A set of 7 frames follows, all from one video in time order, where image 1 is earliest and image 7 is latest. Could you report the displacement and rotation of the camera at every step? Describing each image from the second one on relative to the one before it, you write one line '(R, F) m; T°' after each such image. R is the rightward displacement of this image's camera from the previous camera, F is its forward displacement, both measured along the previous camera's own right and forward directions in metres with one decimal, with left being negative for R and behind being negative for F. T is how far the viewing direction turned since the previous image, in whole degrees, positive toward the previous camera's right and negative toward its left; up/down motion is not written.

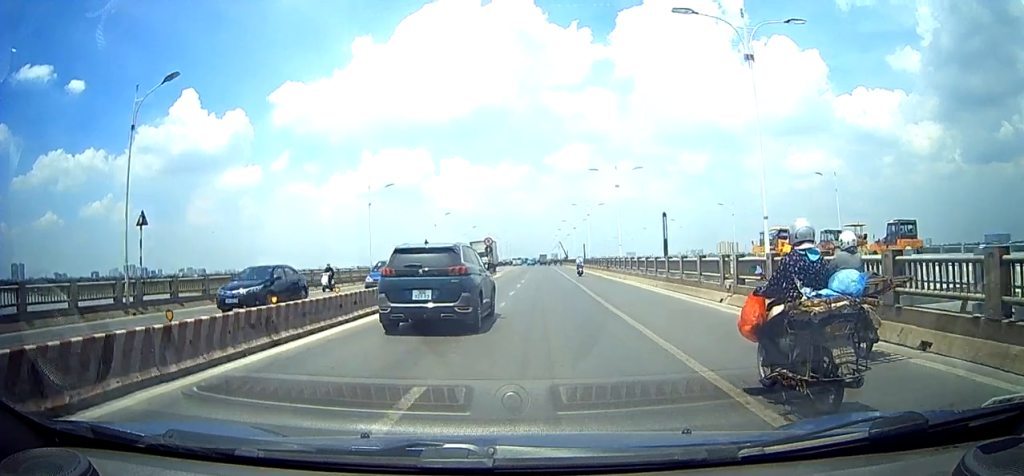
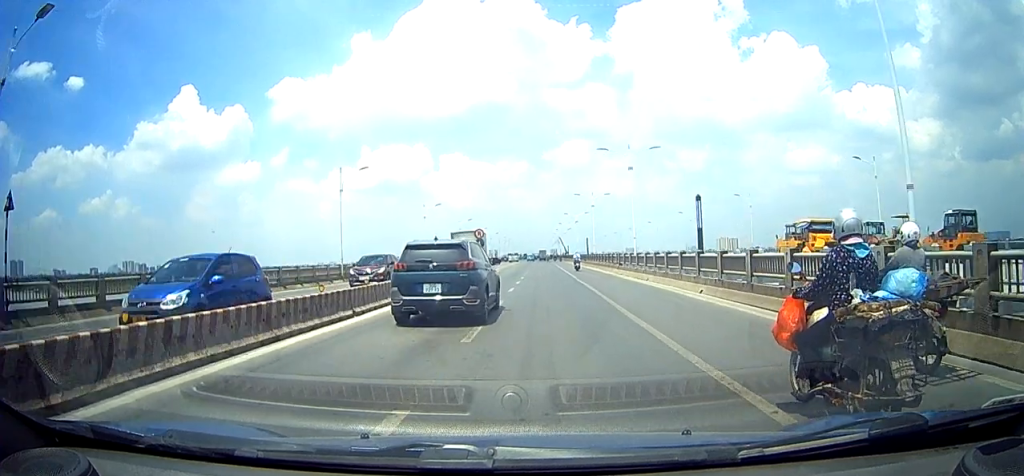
(0.0, +6.7) m; 0°
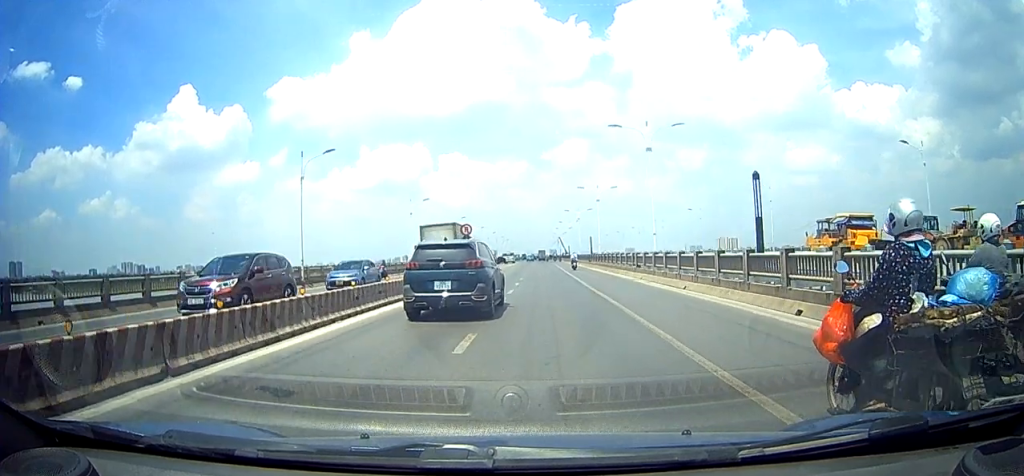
(0.0, +7.1) m; 0°
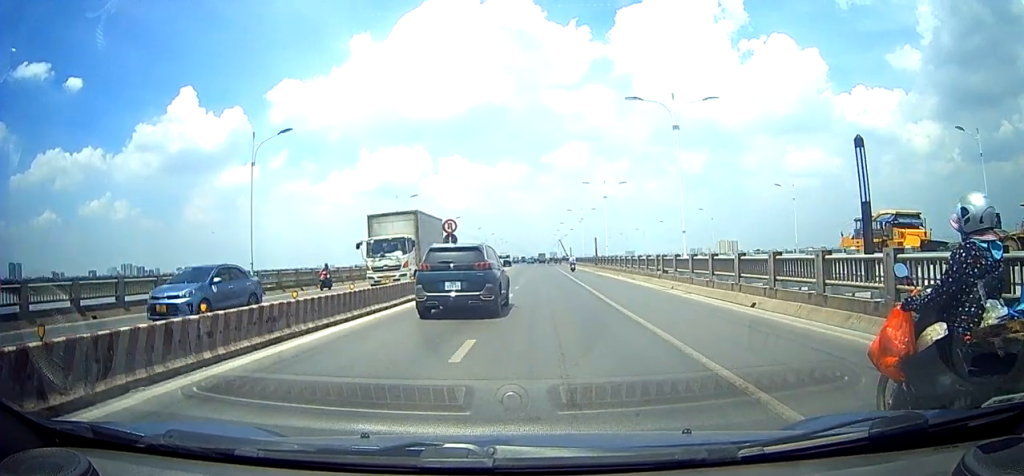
(0.0, +5.9) m; 0°
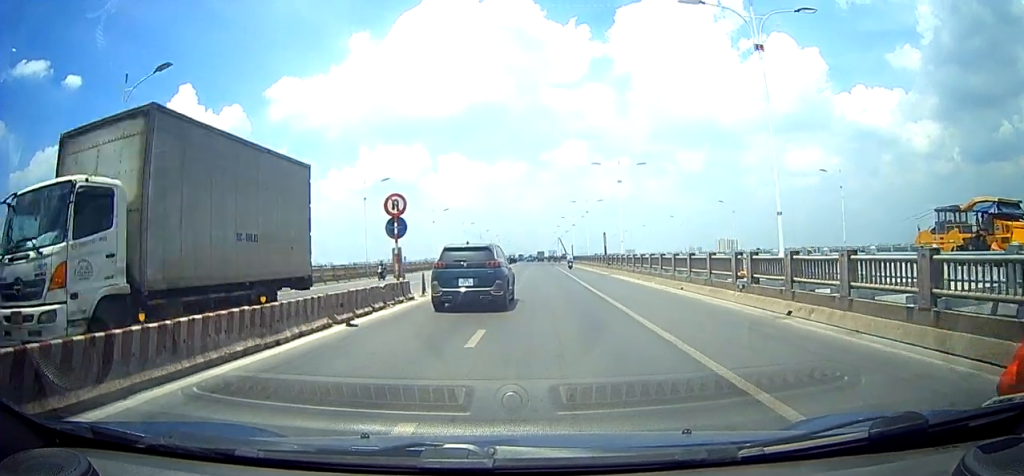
(0.0, +9.7) m; 0°
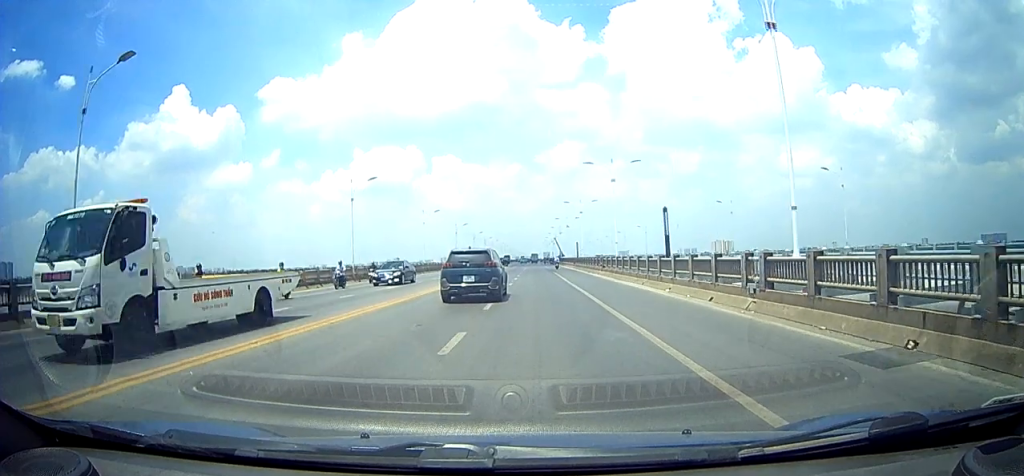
(0.0, +29.3) m; 0°
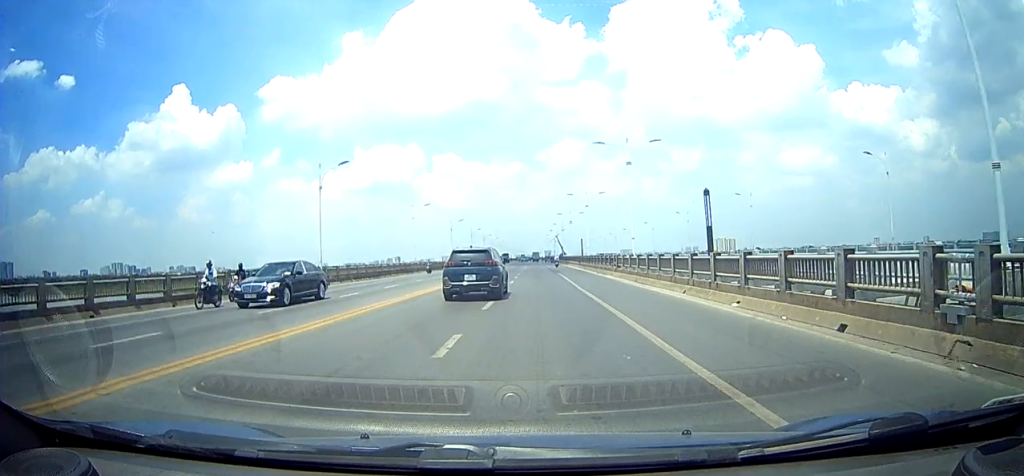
(0.0, +6.4) m; 0°
